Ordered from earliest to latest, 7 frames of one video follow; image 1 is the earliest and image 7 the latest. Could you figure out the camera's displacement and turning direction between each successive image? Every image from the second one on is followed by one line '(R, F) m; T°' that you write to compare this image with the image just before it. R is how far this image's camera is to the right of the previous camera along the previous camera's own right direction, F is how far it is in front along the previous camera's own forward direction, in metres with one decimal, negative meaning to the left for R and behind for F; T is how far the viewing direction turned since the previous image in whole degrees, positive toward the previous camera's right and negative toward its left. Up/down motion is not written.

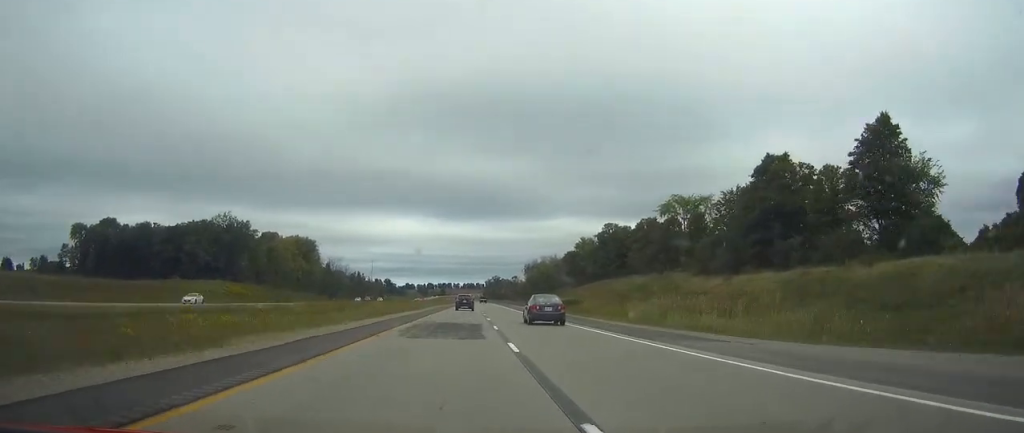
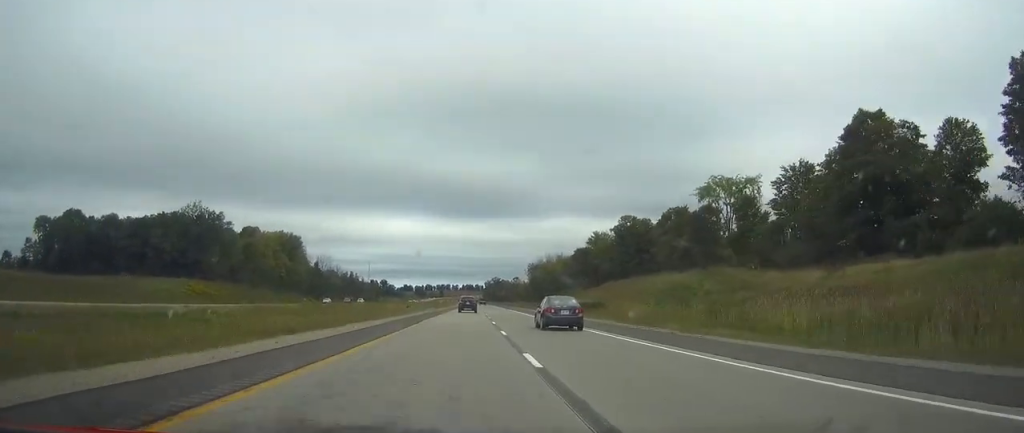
(0.0, +27.2) m; 0°
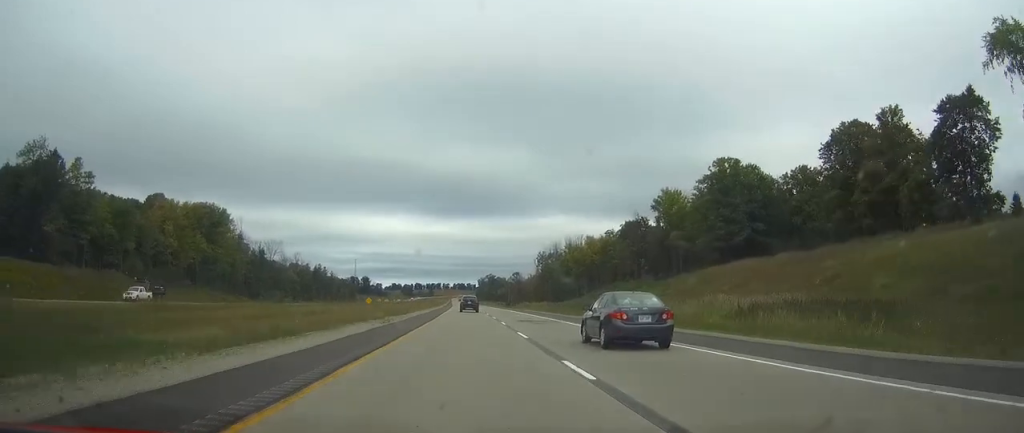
(+0.4, +86.7) m; 0°
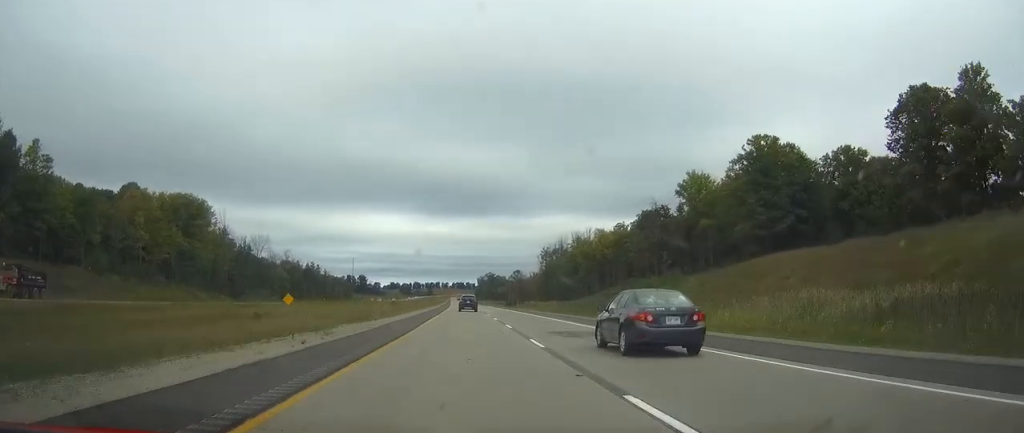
(0.0, +17.2) m; 0°
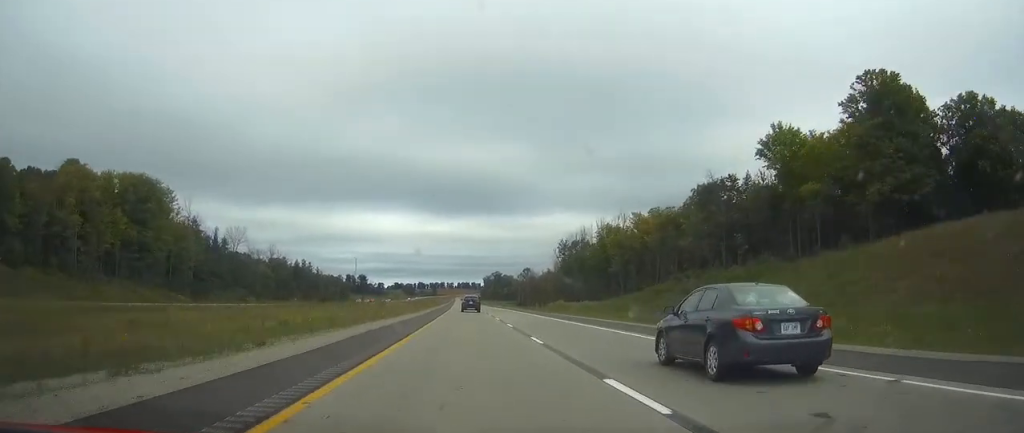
(0.0, +34.5) m; 0°
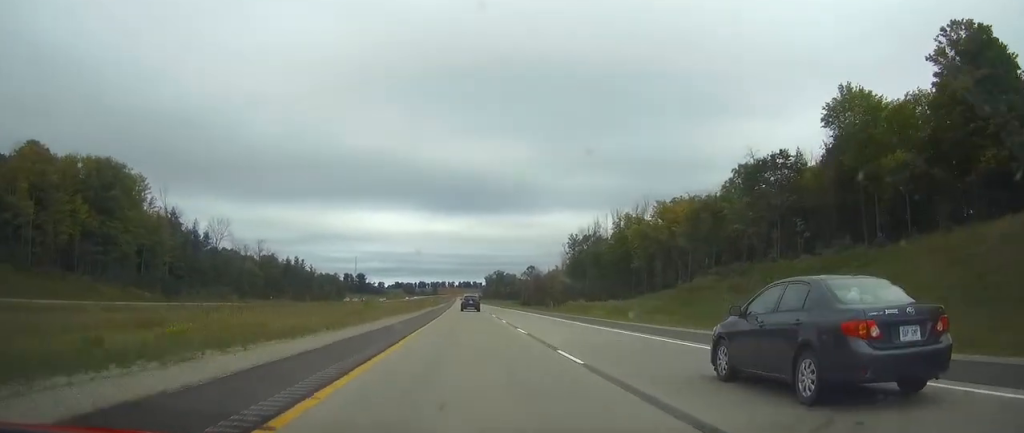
(-0.1, +18.4) m; 0°
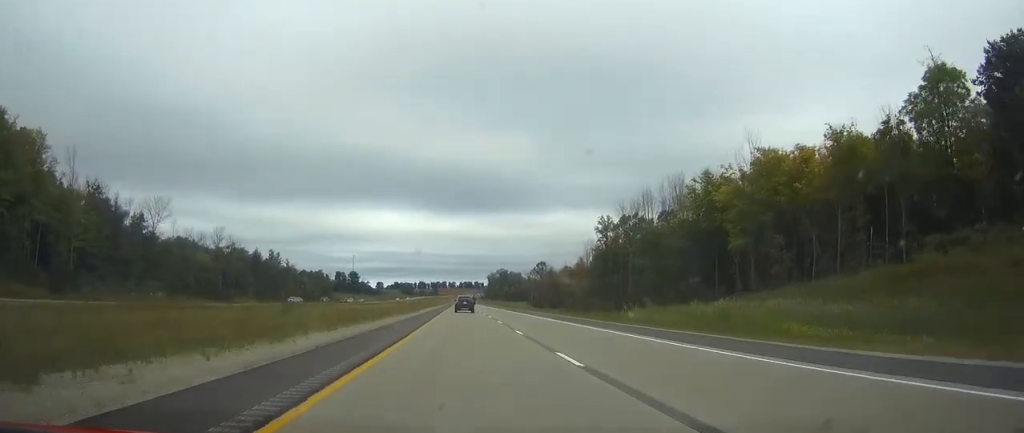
(-0.1, +48.5) m; 0°
